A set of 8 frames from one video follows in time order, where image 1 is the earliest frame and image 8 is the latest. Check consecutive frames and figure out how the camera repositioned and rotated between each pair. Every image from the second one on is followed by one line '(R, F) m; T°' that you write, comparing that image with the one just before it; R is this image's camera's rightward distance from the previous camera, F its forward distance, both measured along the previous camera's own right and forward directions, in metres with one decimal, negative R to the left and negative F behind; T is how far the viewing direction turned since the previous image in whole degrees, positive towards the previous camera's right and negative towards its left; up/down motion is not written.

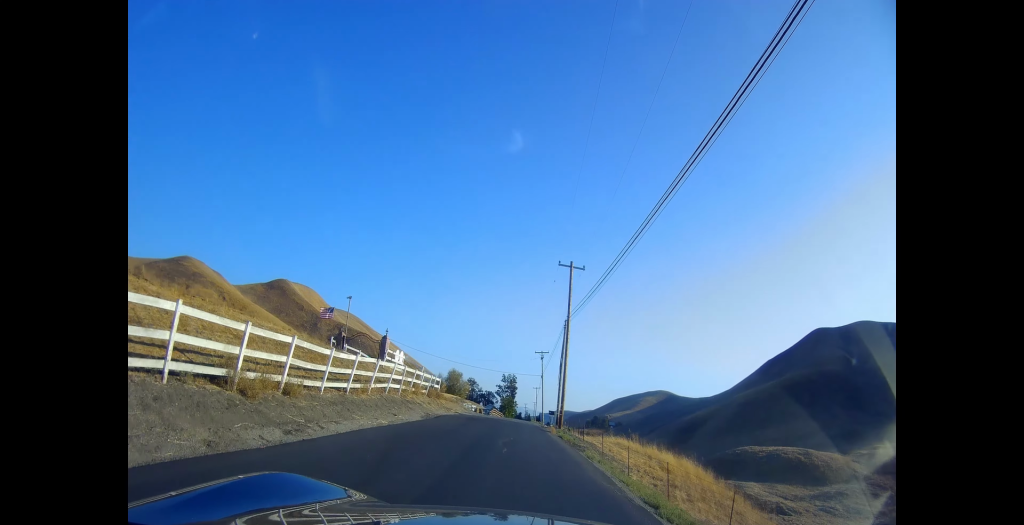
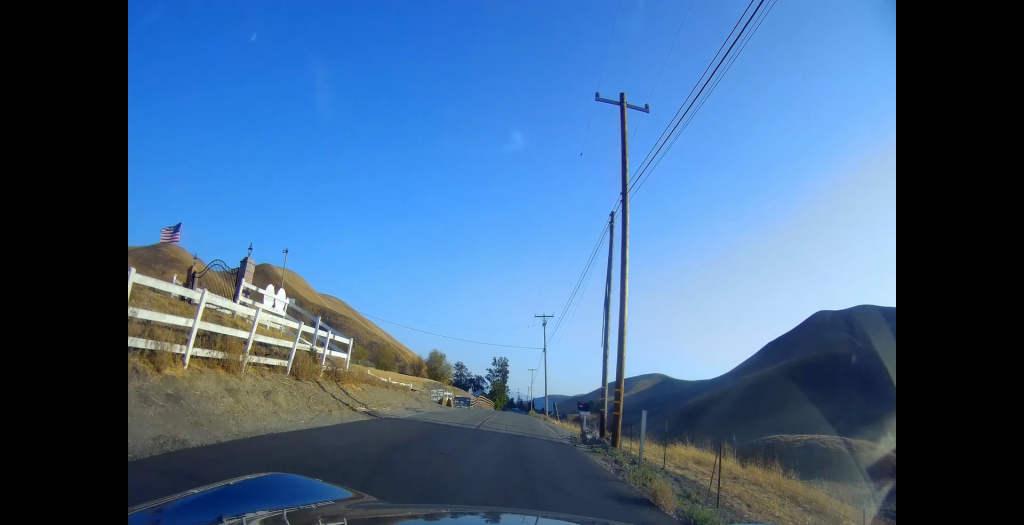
(-0.2, +22.2) m; +1°
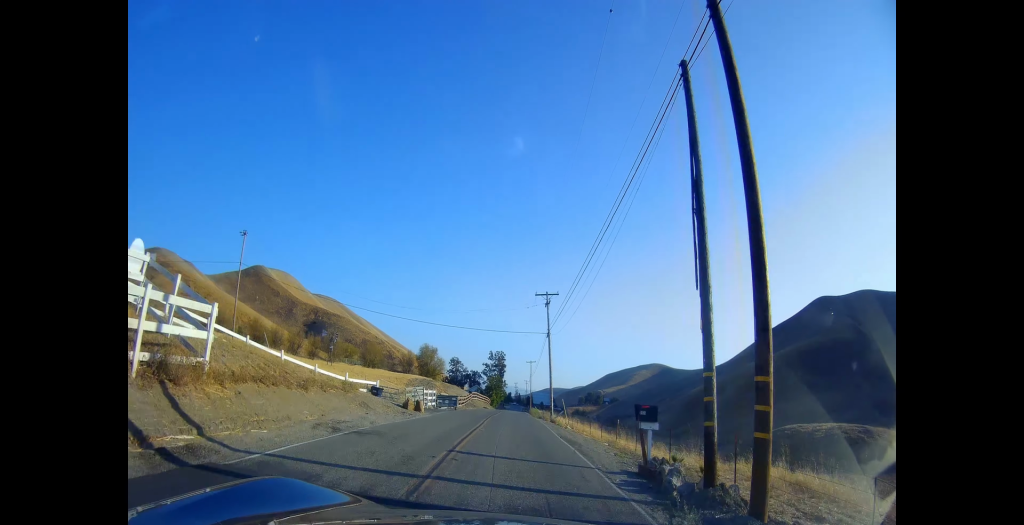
(+0.4, +10.1) m; 0°
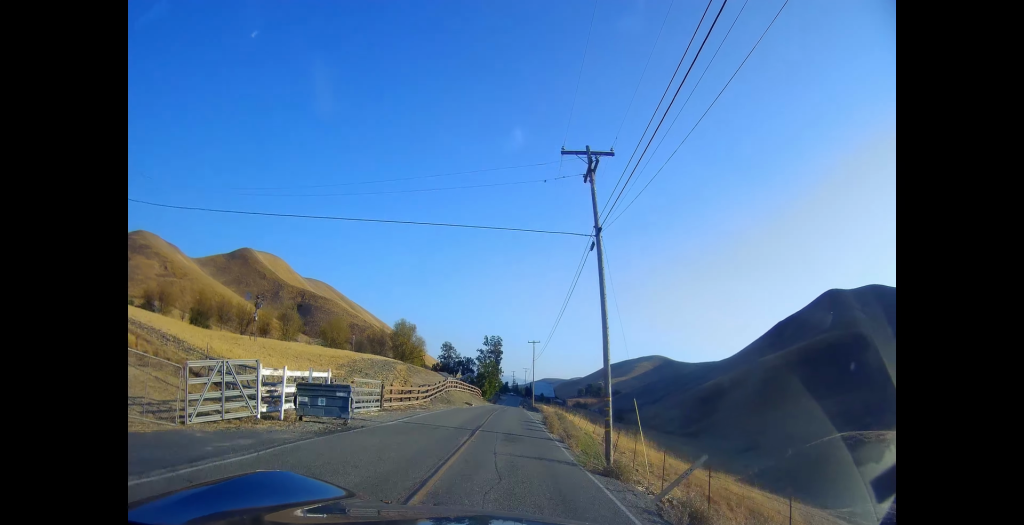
(-0.6, +26.6) m; 0°
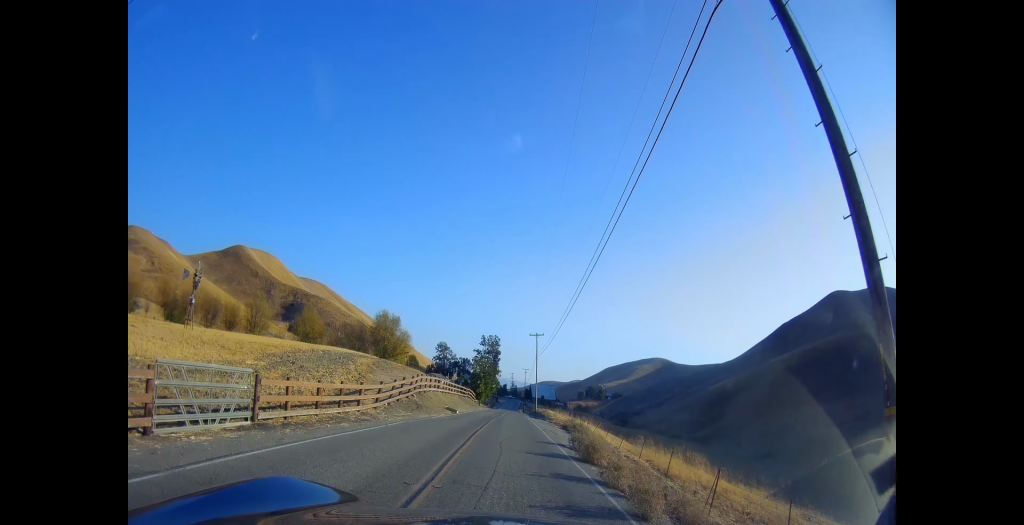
(+0.6, +14.2) m; +2°
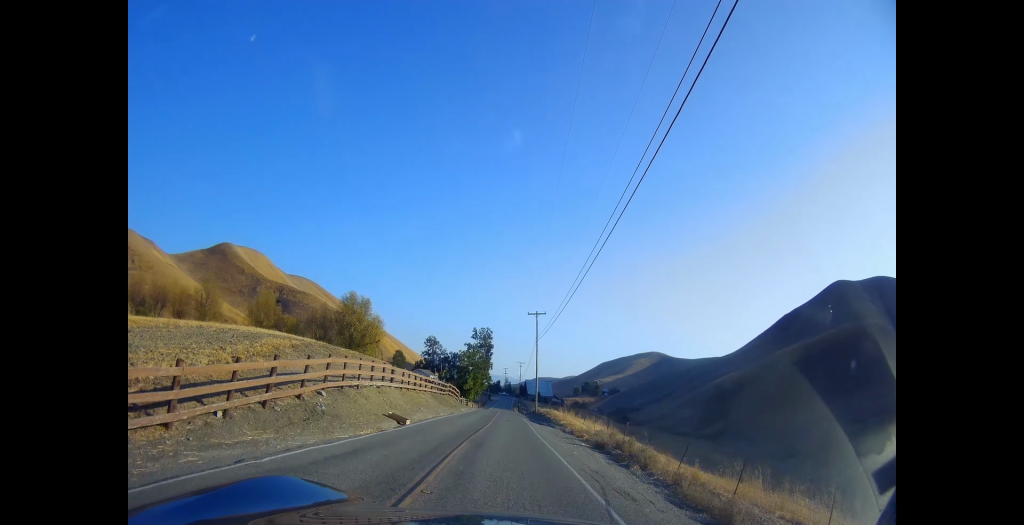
(+0.2, +16.3) m; +1°
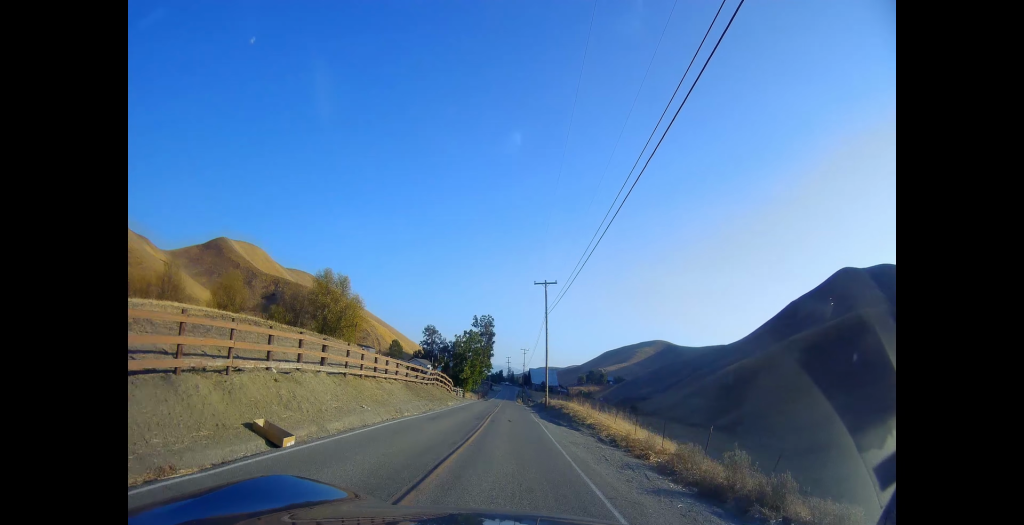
(0.0, +11.9) m; 0°
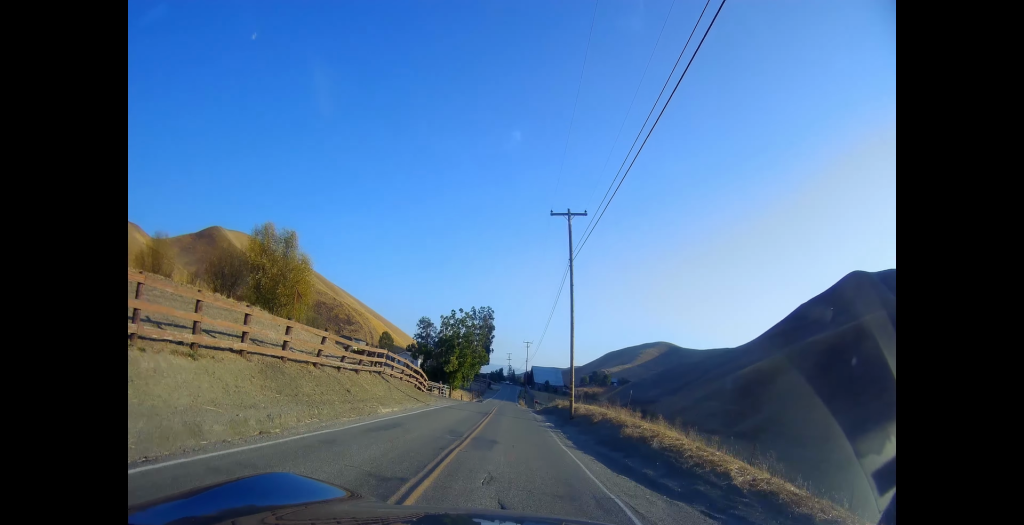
(0.0, +18.6) m; 0°
